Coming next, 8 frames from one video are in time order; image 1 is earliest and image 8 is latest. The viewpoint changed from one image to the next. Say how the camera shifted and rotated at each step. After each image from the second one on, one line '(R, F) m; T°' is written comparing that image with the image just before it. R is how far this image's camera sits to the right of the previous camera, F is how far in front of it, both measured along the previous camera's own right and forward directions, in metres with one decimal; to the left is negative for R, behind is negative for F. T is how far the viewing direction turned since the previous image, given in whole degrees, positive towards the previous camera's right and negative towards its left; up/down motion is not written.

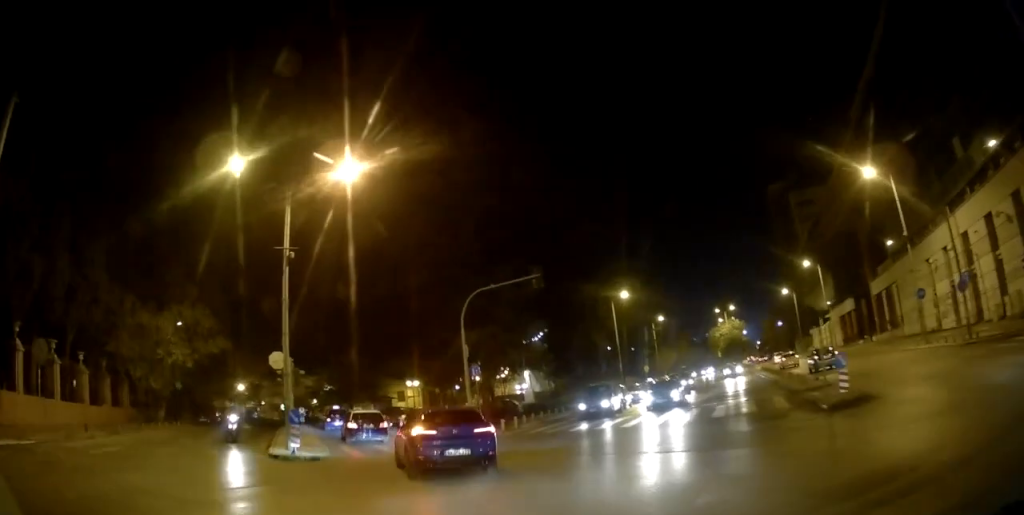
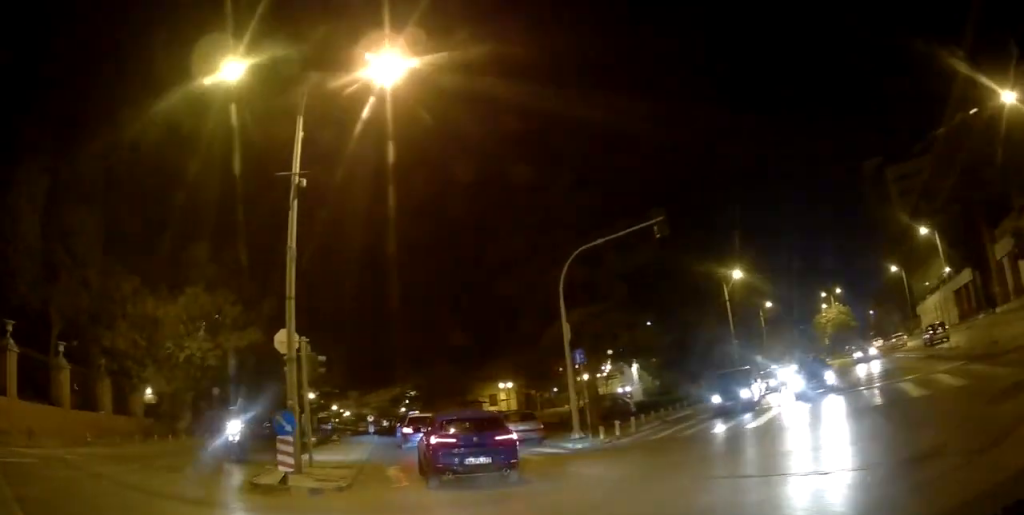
(-0.4, +7.1) m; -7°
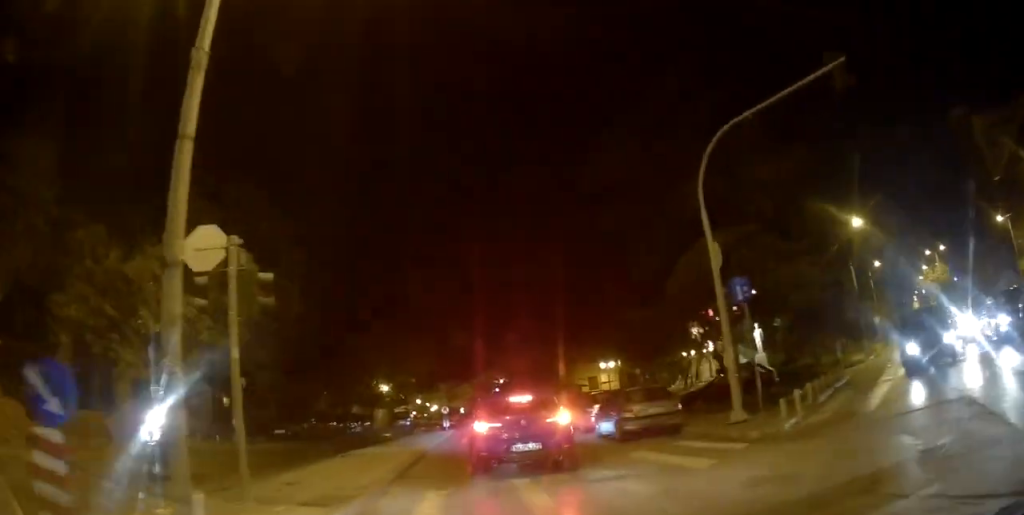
(-0.6, +7.7) m; -10°
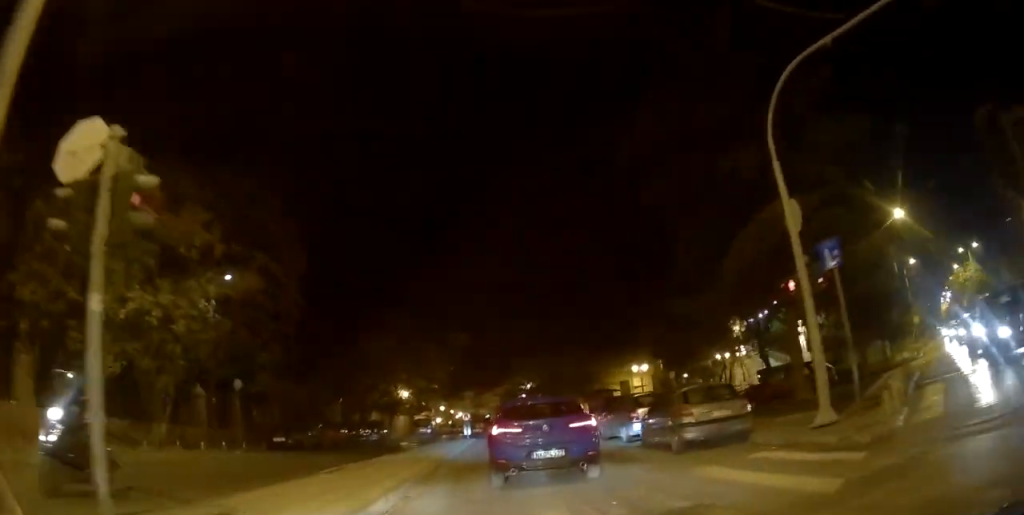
(0.0, +3.1) m; -3°
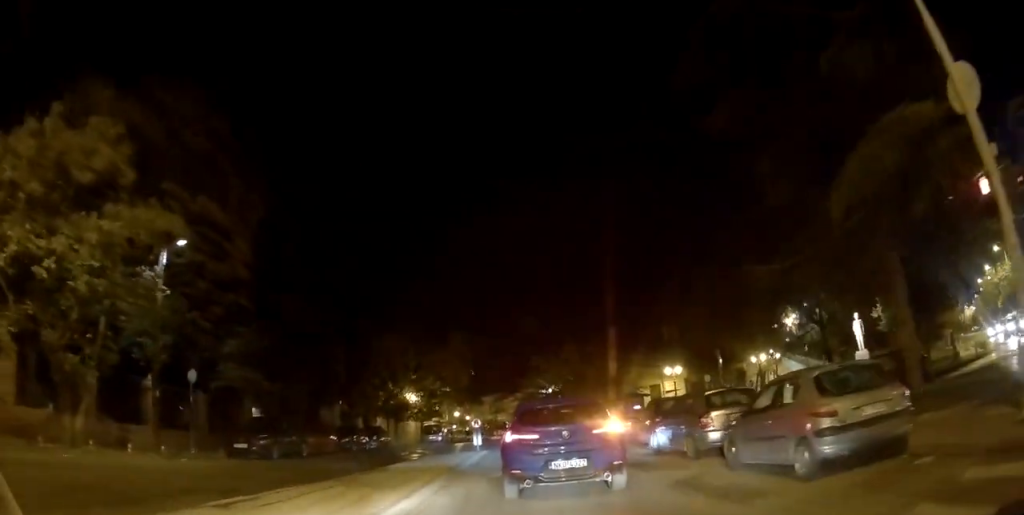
(-0.4, +5.3) m; 0°
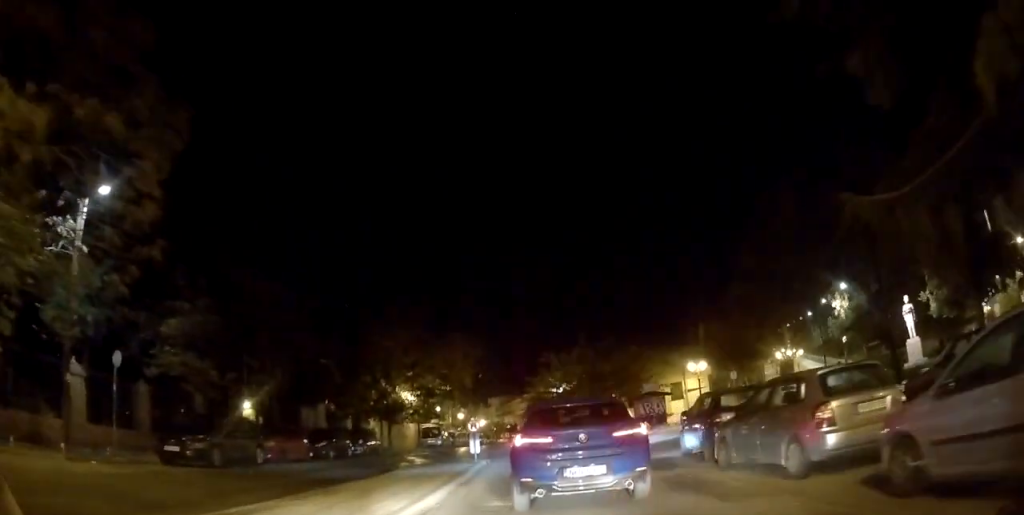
(+0.3, +5.0) m; +4°
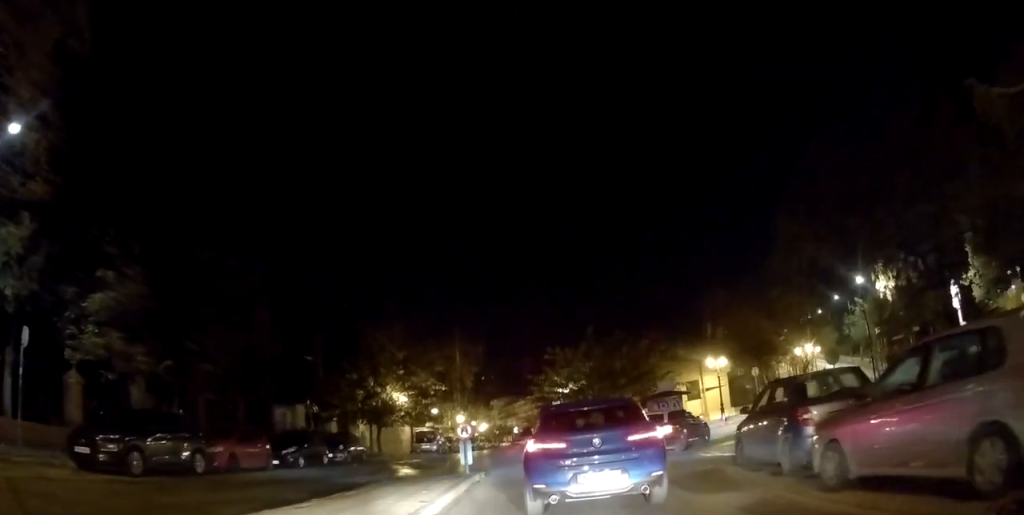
(+0.1, +4.5) m; +1°
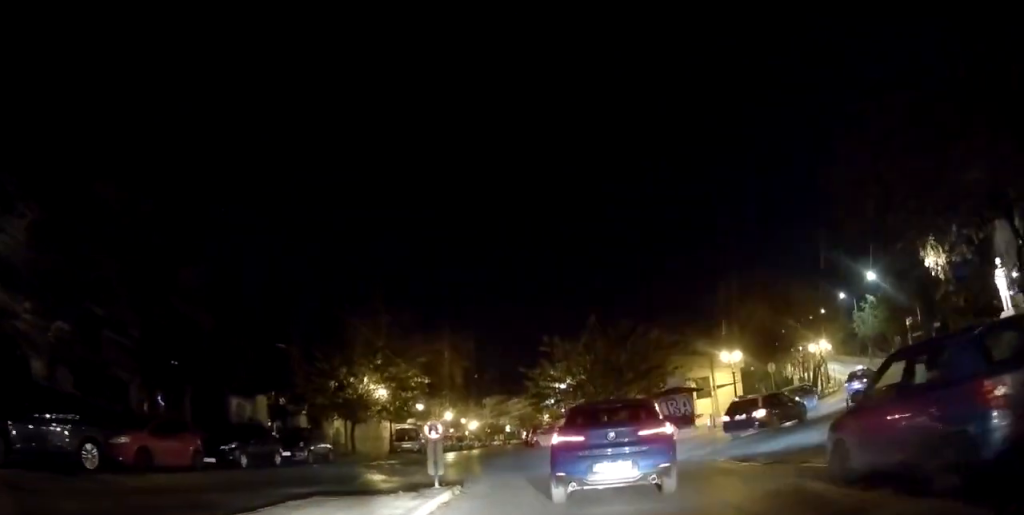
(0.0, +4.8) m; -6°
